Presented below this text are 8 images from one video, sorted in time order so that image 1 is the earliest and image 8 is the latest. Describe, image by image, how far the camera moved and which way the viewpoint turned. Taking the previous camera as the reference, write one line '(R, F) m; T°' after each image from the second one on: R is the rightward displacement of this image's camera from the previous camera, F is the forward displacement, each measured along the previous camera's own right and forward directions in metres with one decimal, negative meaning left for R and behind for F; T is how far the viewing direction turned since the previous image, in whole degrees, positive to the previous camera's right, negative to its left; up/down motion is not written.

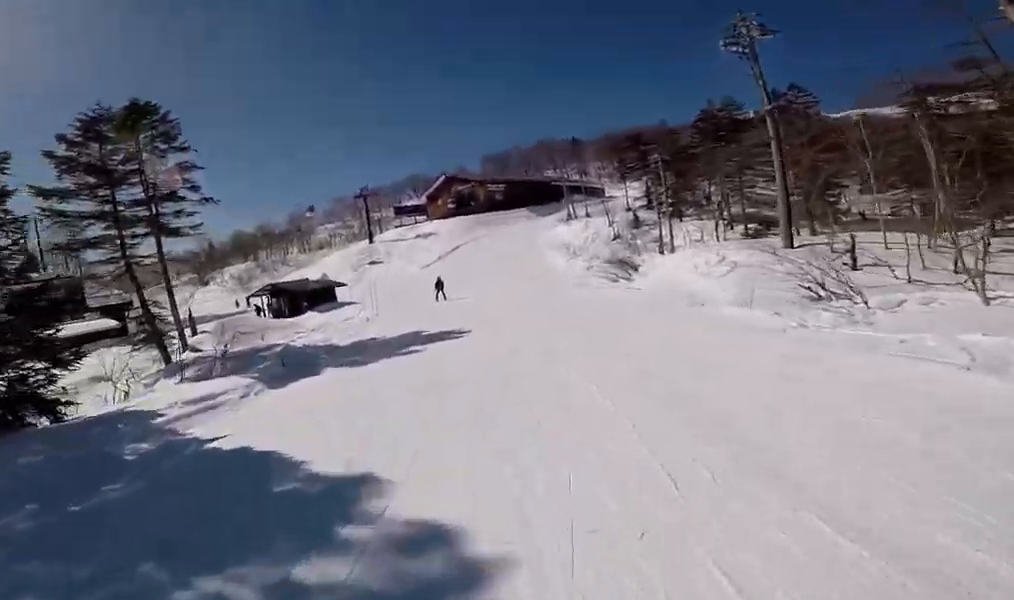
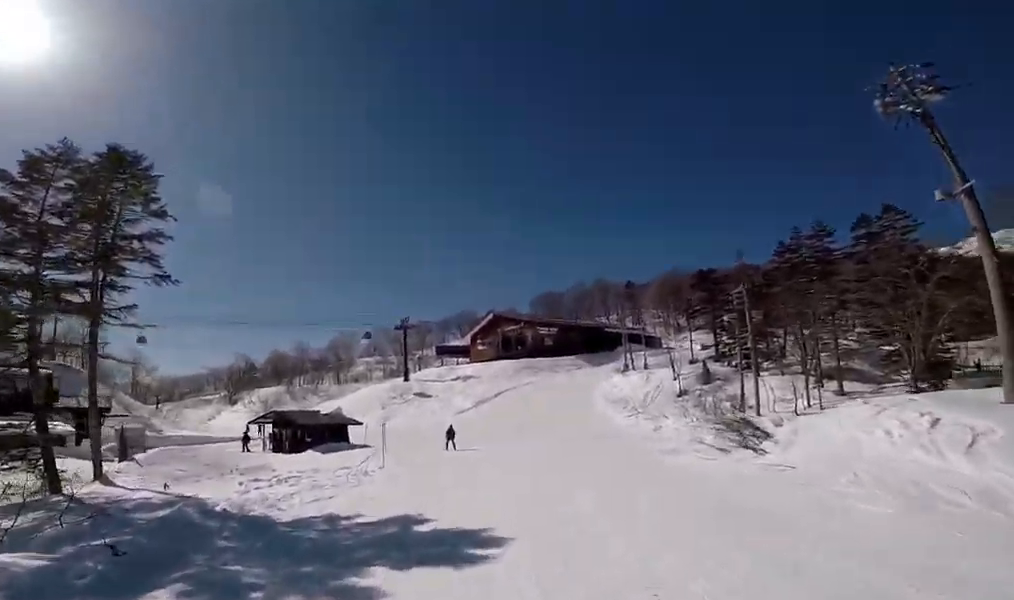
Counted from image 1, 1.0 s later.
(-0.3, +6.3) m; -4°
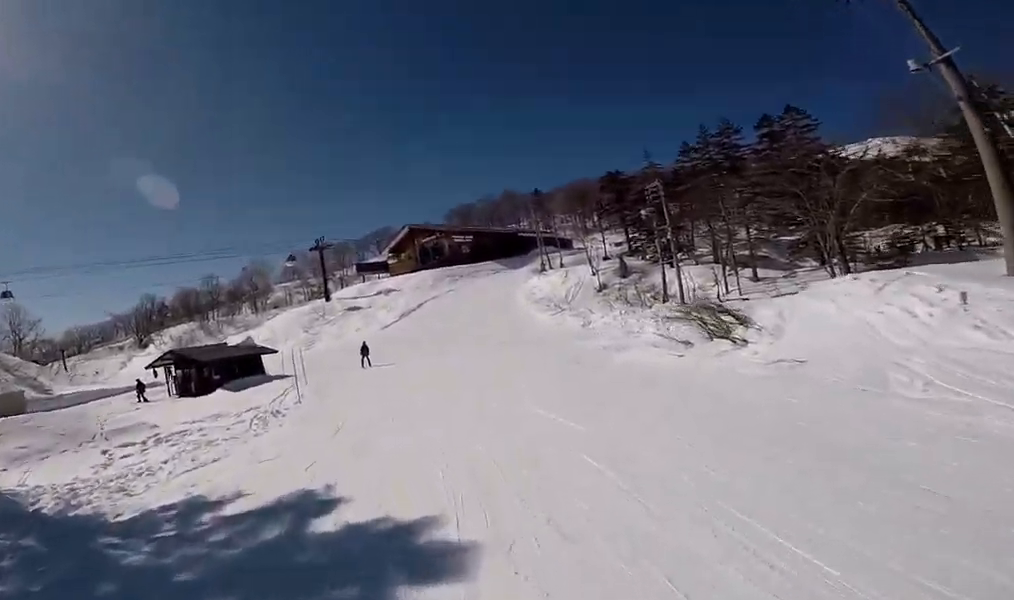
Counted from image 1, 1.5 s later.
(-0.1, +3.2) m; -1°
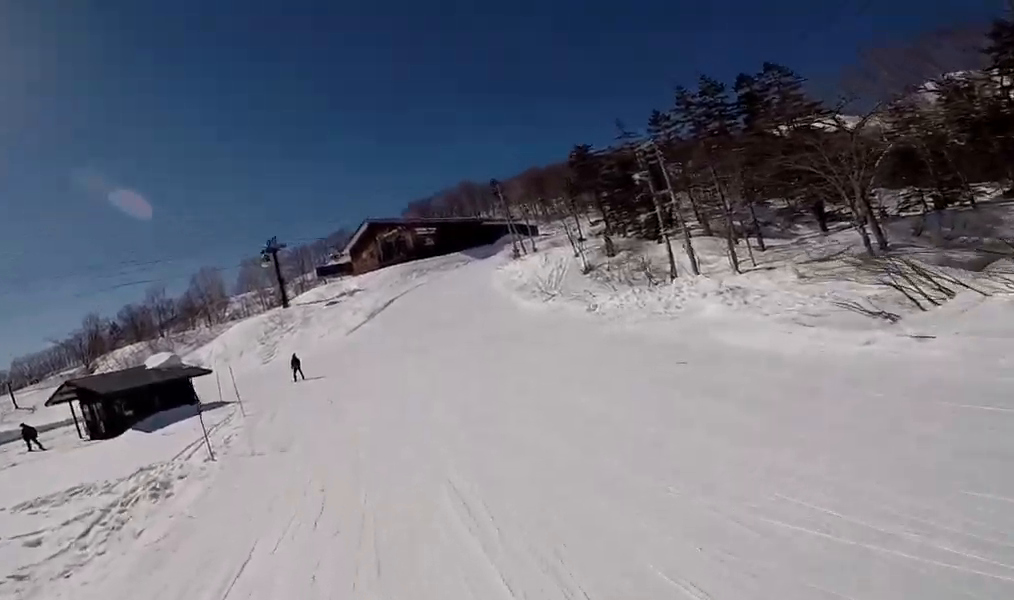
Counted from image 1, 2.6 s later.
(0.0, +6.4) m; 0°
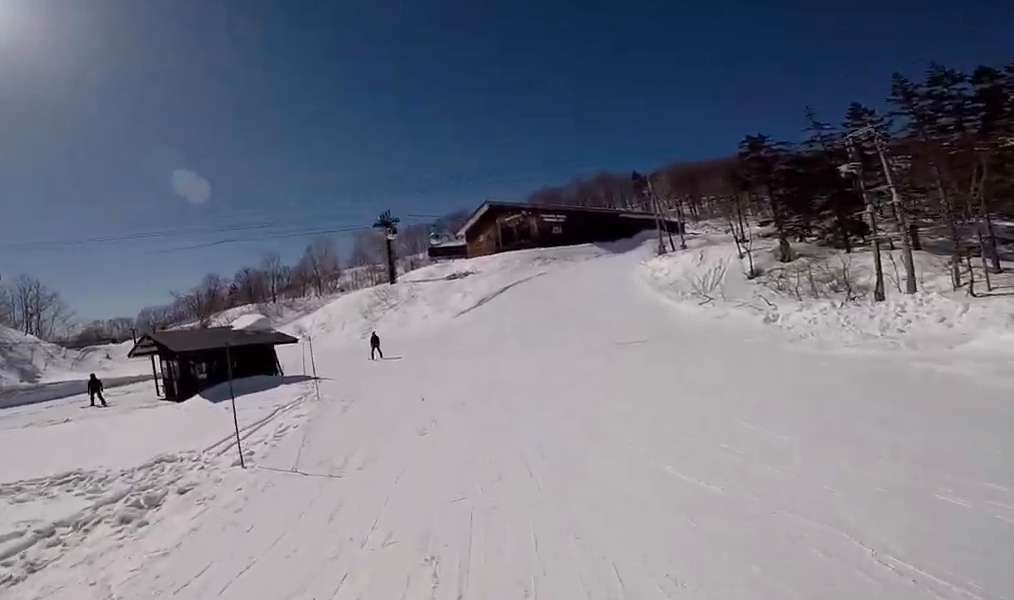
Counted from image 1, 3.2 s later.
(0.0, +3.6) m; 0°
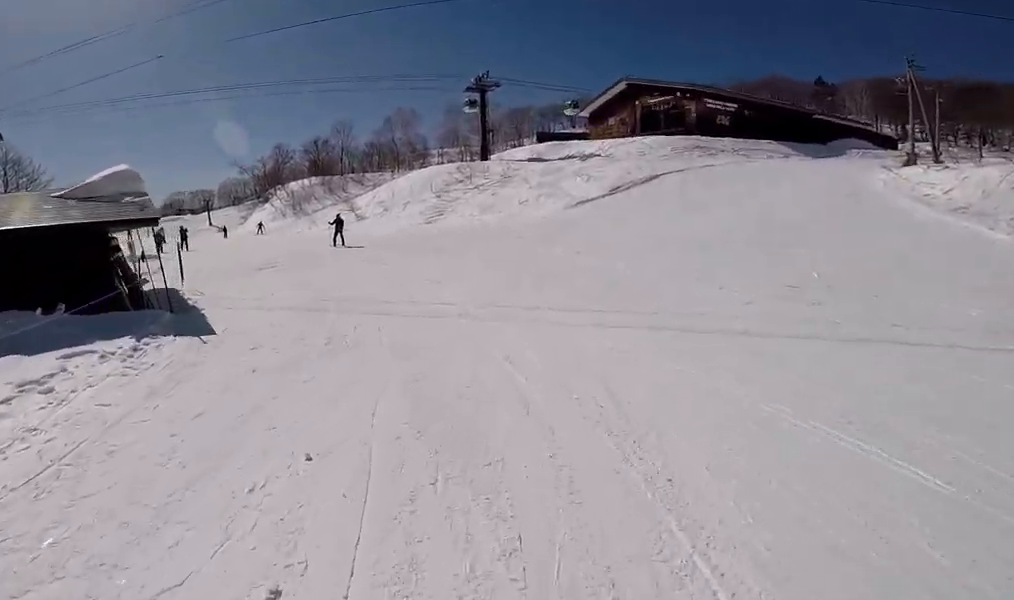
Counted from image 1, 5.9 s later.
(-1.2, +13.4) m; -8°
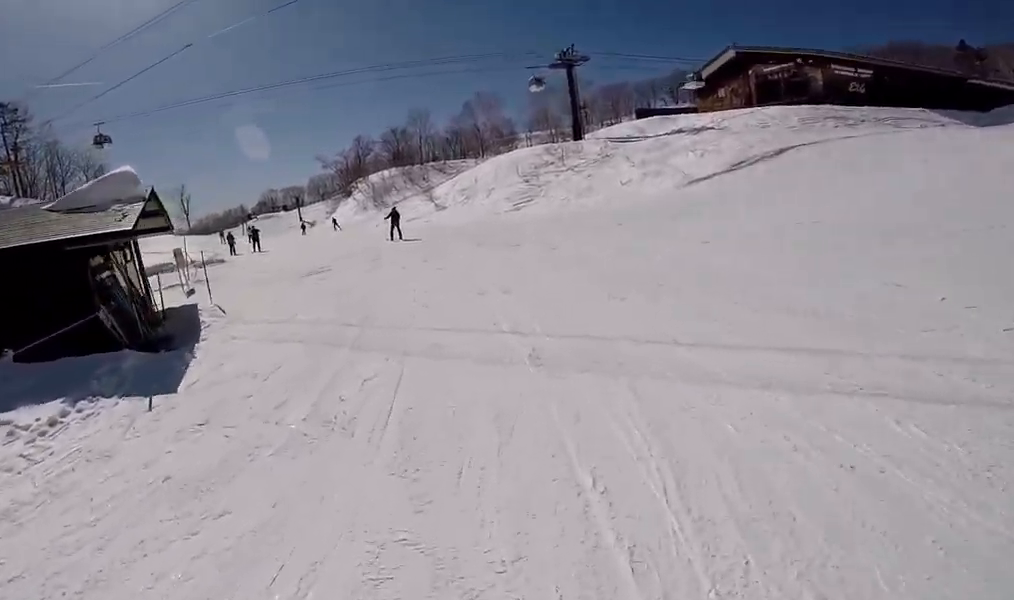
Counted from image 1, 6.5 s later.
(-0.1, +2.5) m; -9°
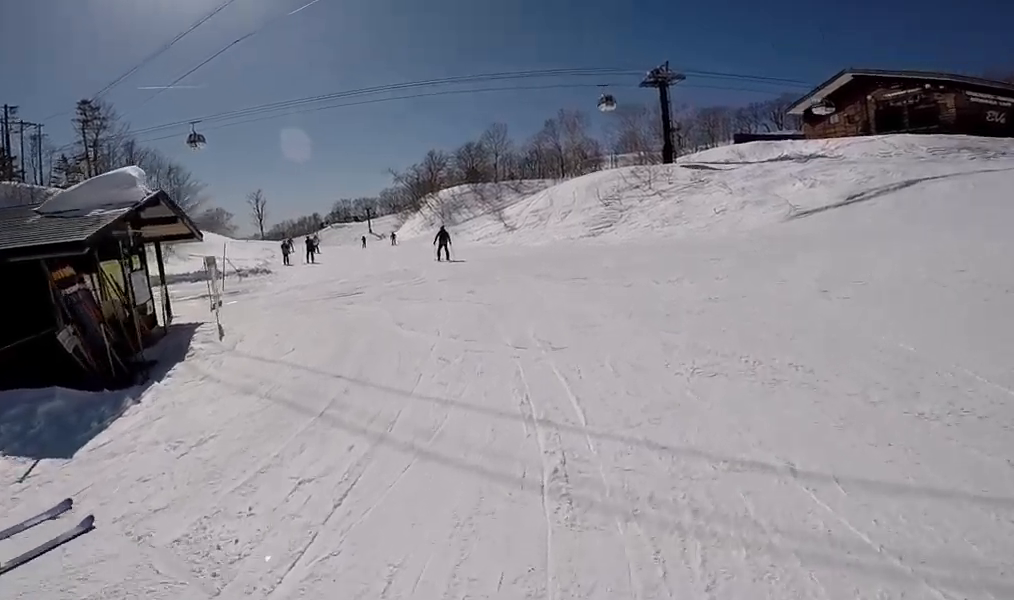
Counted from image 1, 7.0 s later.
(0.0, +1.9) m; -12°
